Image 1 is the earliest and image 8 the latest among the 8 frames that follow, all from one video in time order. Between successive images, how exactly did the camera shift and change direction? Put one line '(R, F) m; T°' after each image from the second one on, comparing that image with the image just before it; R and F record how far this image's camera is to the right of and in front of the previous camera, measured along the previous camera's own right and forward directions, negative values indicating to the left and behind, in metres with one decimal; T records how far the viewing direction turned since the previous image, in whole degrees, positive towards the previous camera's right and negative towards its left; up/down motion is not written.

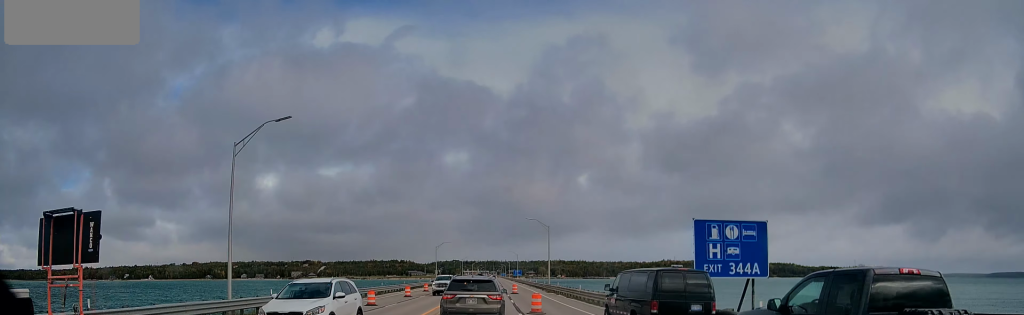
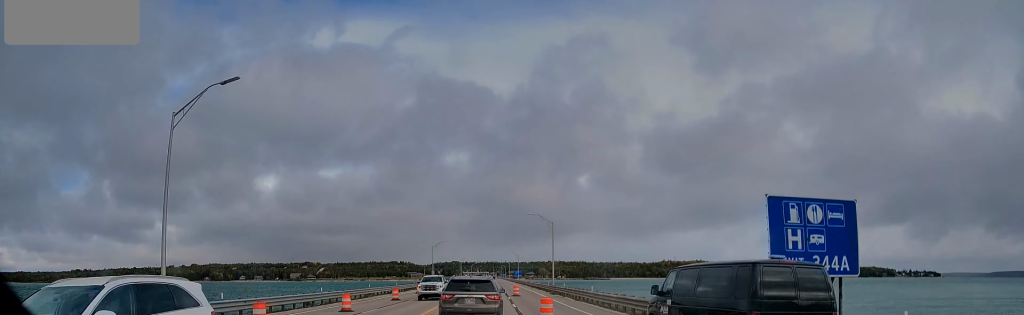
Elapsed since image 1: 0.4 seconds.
(-0.3, +6.6) m; -1°
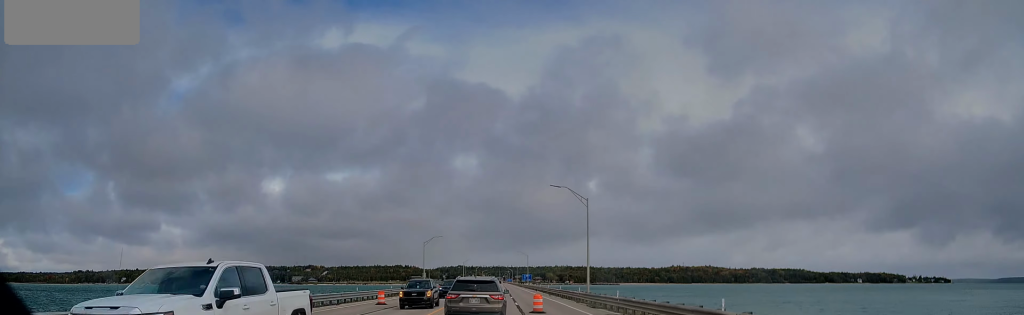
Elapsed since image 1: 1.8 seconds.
(-0.8, +21.4) m; -2°
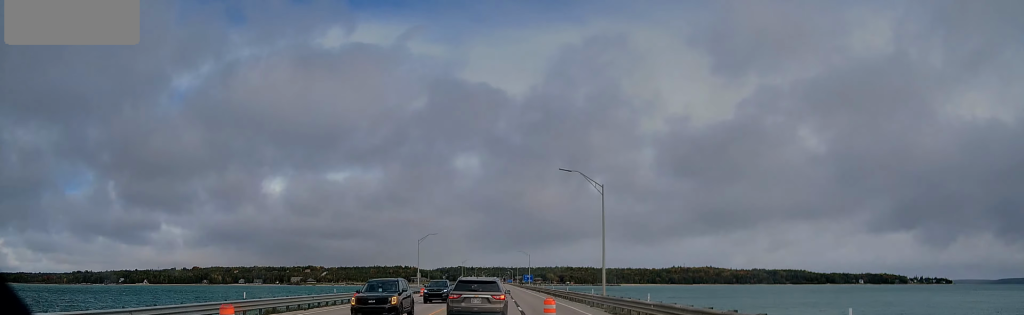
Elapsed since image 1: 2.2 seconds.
(0.0, +6.7) m; 0°
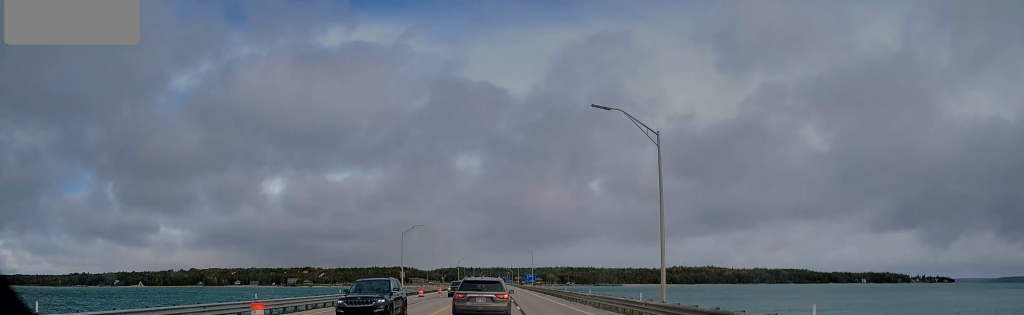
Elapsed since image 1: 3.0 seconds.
(0.0, +14.9) m; +1°
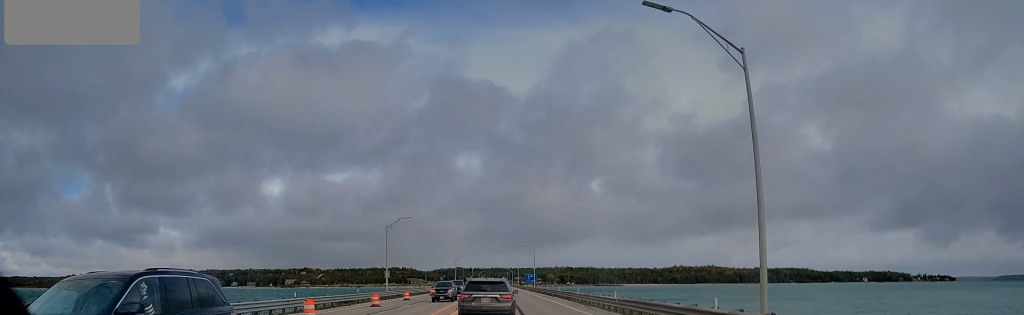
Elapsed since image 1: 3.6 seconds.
(+0.1, +10.0) m; 0°
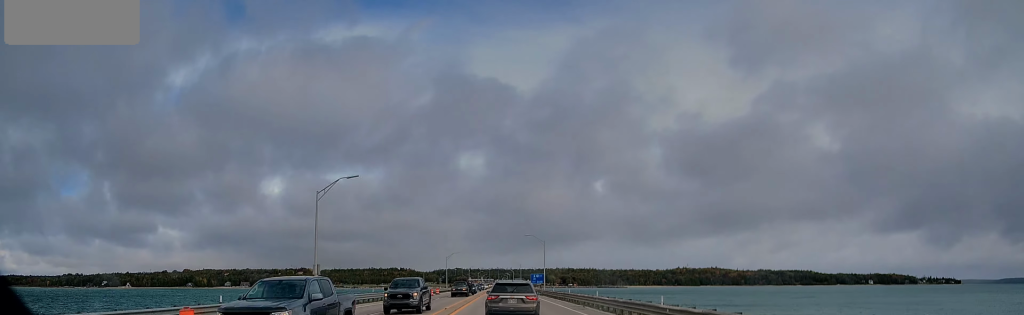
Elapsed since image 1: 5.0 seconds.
(+0.2, +23.6) m; 0°
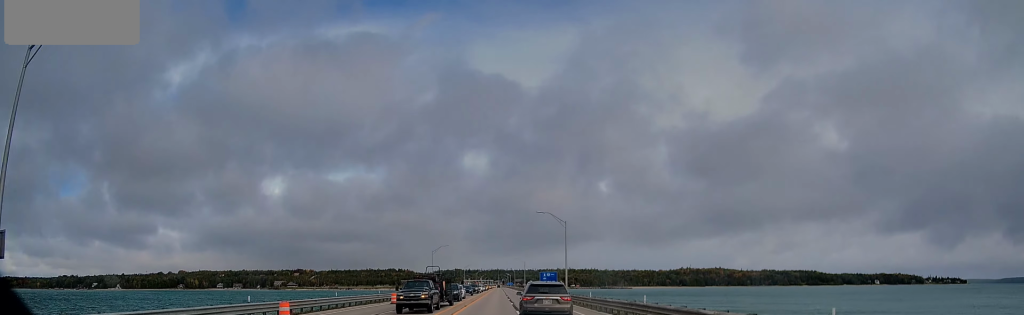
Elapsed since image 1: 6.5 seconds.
(+0.3, +25.0) m; 0°
